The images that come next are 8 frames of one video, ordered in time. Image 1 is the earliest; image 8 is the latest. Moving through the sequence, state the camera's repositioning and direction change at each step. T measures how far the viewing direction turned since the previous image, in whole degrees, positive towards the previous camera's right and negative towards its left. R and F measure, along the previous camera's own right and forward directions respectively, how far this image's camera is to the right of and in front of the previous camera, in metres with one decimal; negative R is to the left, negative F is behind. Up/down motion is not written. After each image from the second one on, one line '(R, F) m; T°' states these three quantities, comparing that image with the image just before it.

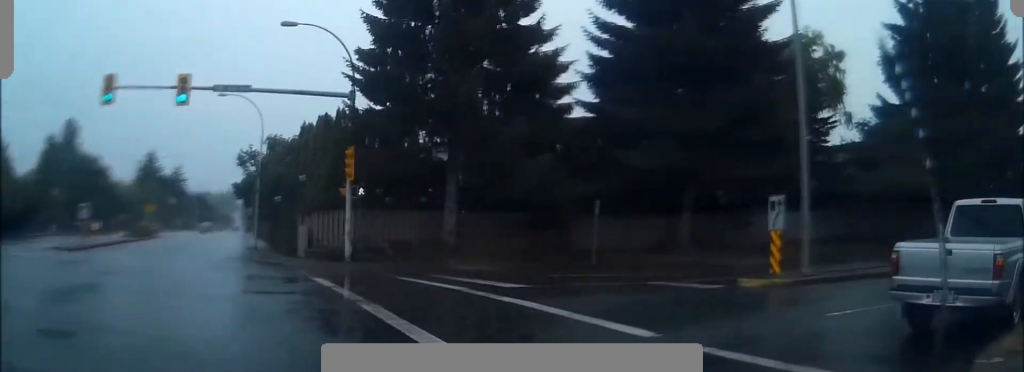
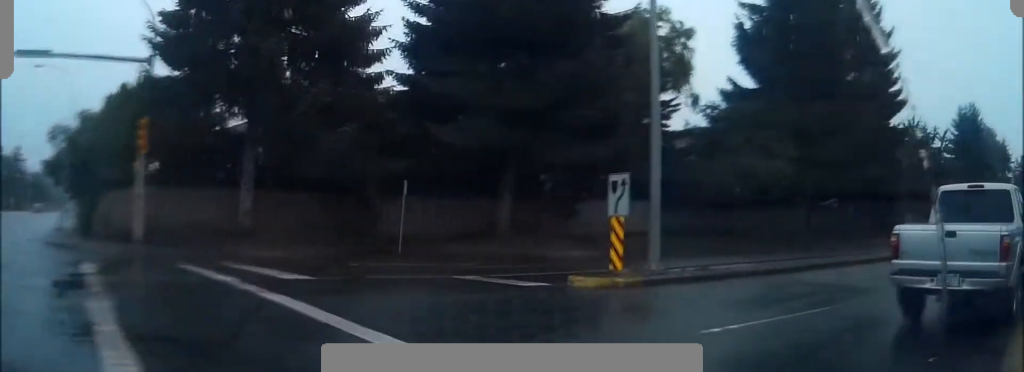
(+0.3, +3.2) m; +13°
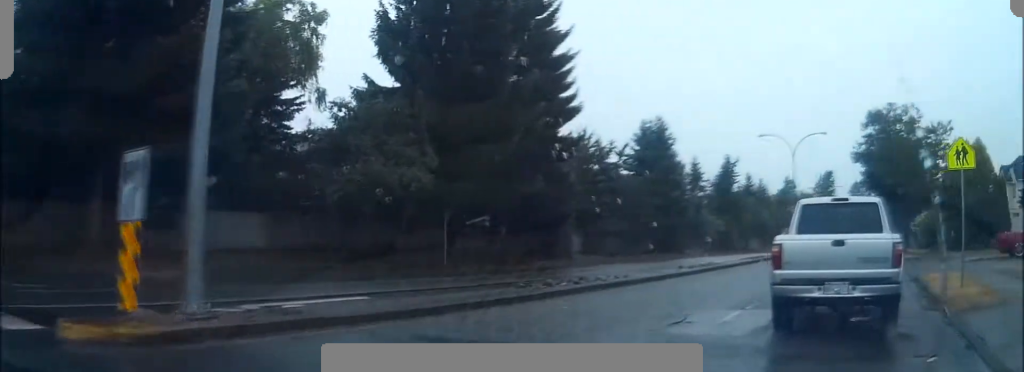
(+1.4, +5.4) m; +29°
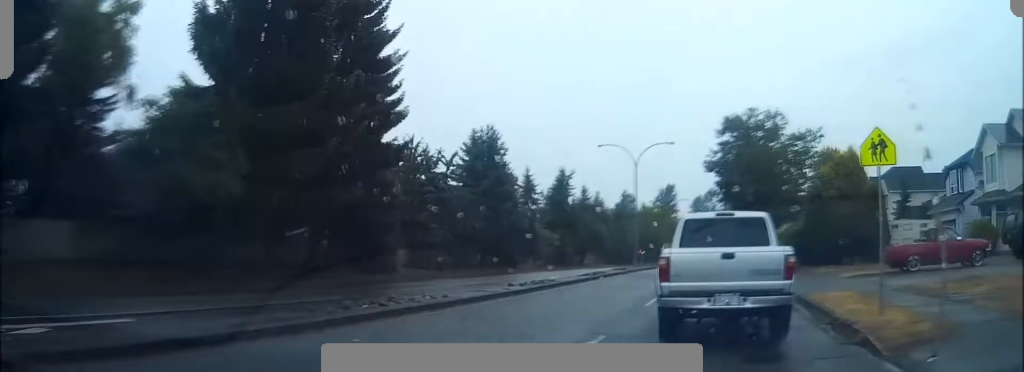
(+0.2, +2.7) m; +14°
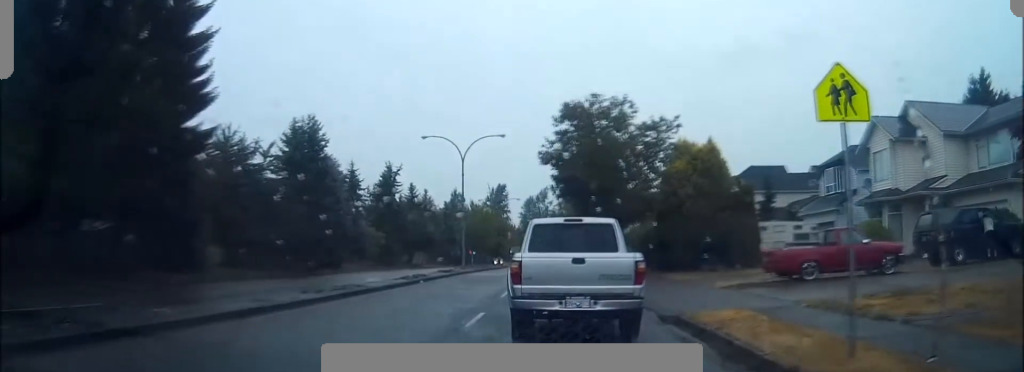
(+0.9, +4.0) m; +13°
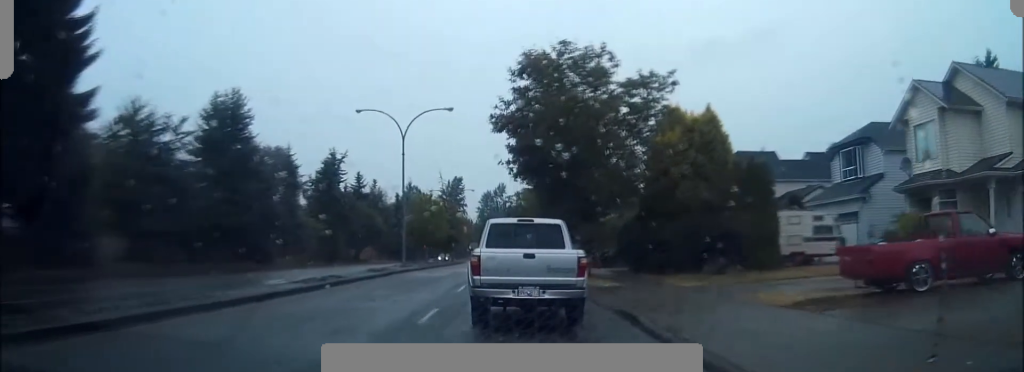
(+0.9, +7.9) m; +7°
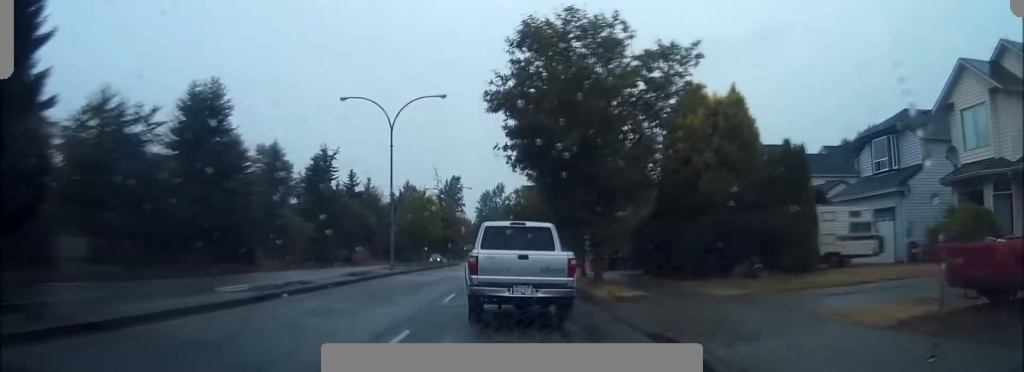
(0.0, +3.8) m; 0°
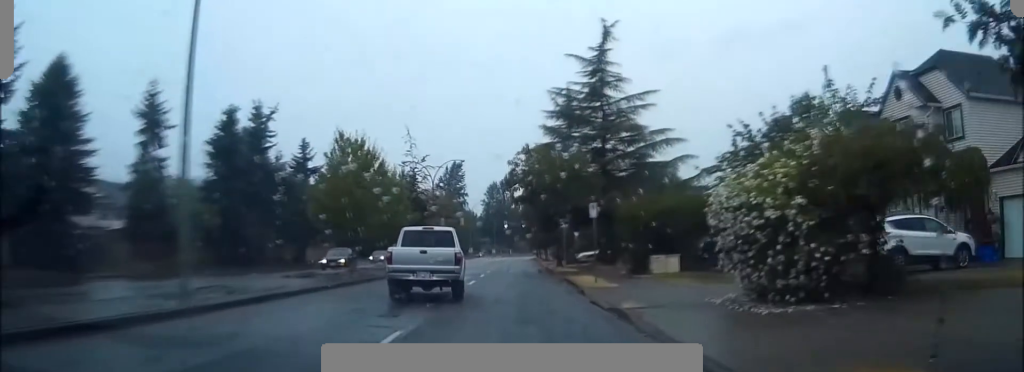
(0.0, +25.5) m; 0°
